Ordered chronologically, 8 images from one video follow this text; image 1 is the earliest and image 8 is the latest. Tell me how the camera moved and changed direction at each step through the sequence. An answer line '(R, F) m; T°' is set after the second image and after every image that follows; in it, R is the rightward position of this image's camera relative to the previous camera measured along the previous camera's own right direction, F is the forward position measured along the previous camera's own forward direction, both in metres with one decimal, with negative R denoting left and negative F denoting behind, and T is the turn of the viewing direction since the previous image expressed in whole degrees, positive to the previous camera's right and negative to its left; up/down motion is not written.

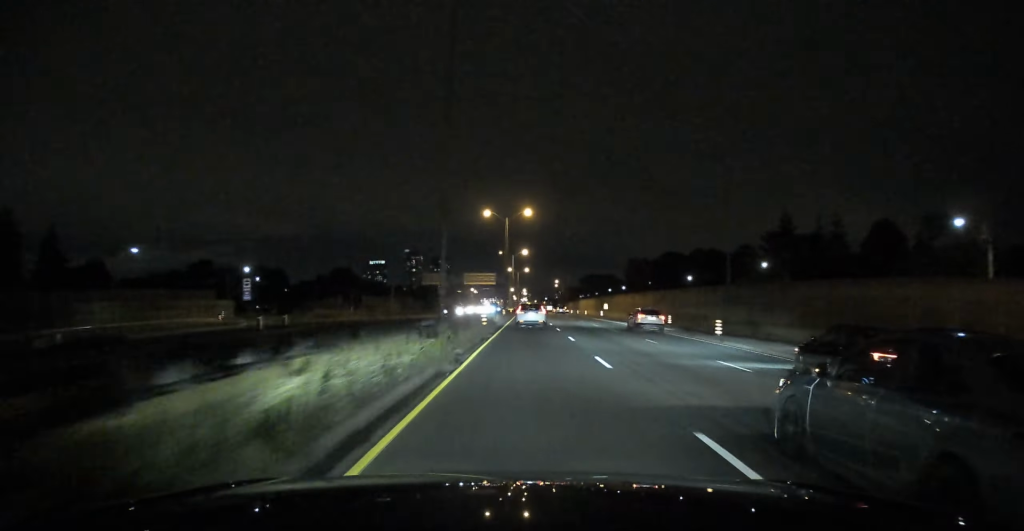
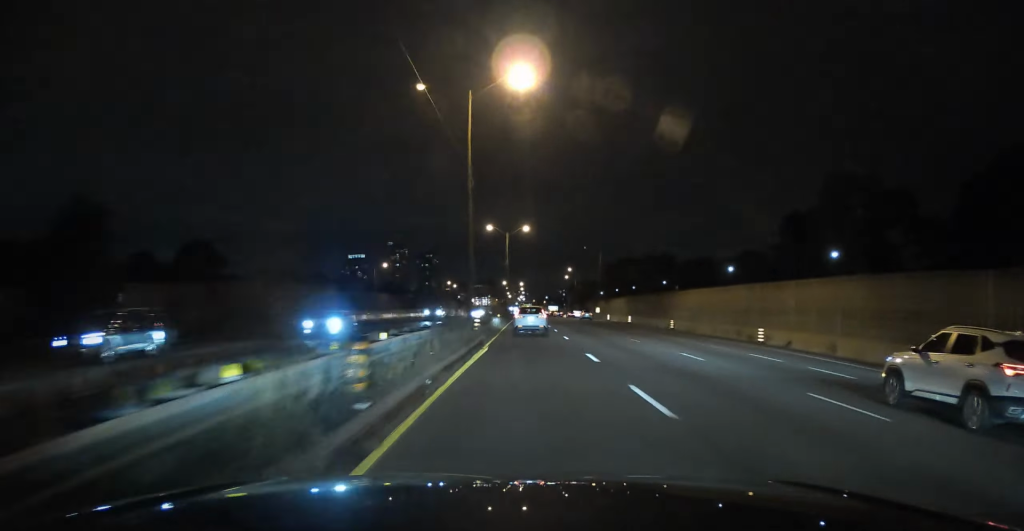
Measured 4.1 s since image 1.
(-0.1, +122.8) m; 0°
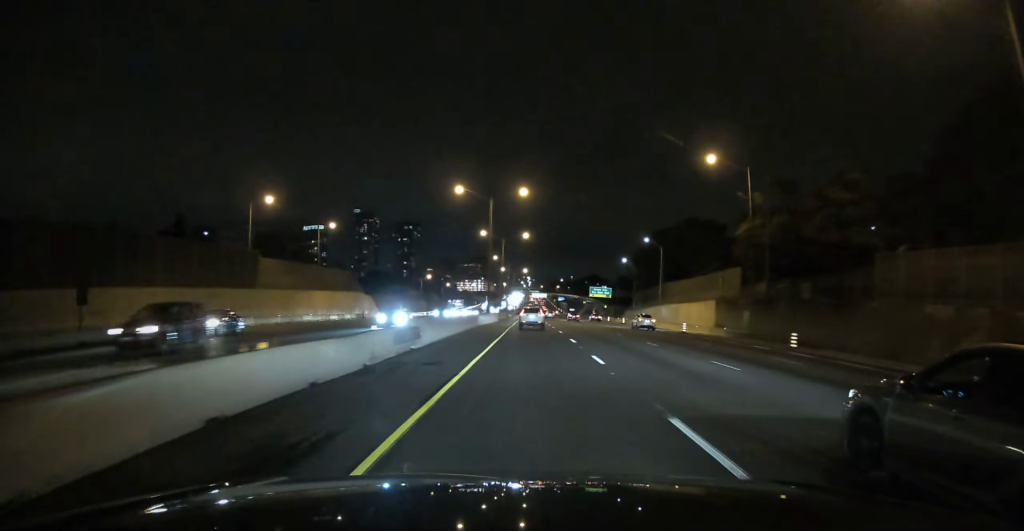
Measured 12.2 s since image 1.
(+0.4, +232.2) m; 0°
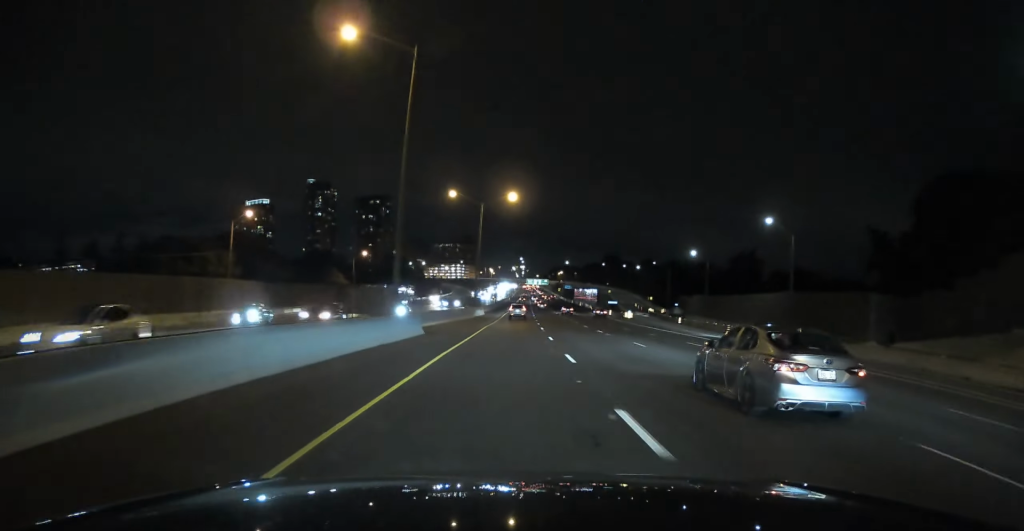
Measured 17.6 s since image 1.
(+0.5, +158.8) m; +1°
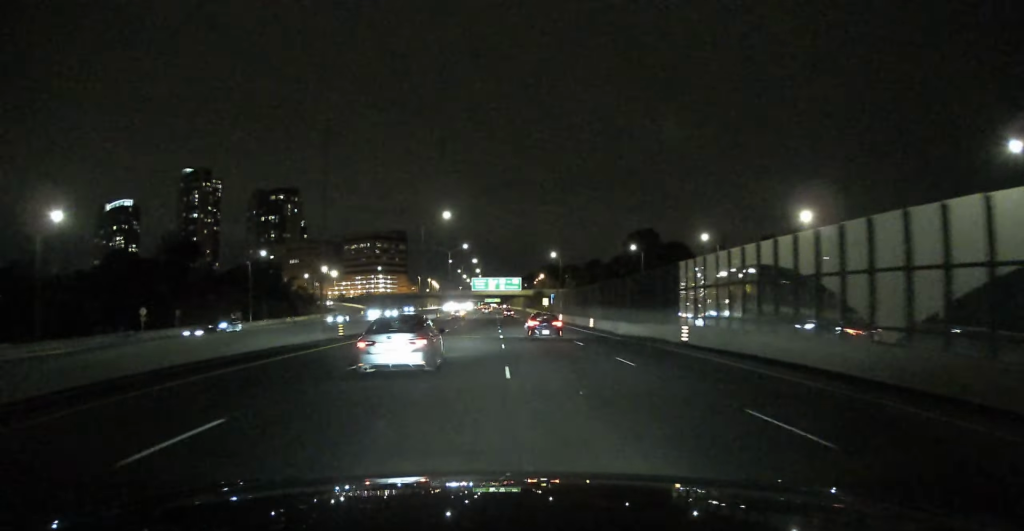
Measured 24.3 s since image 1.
(+2.9, +200.0) m; 0°
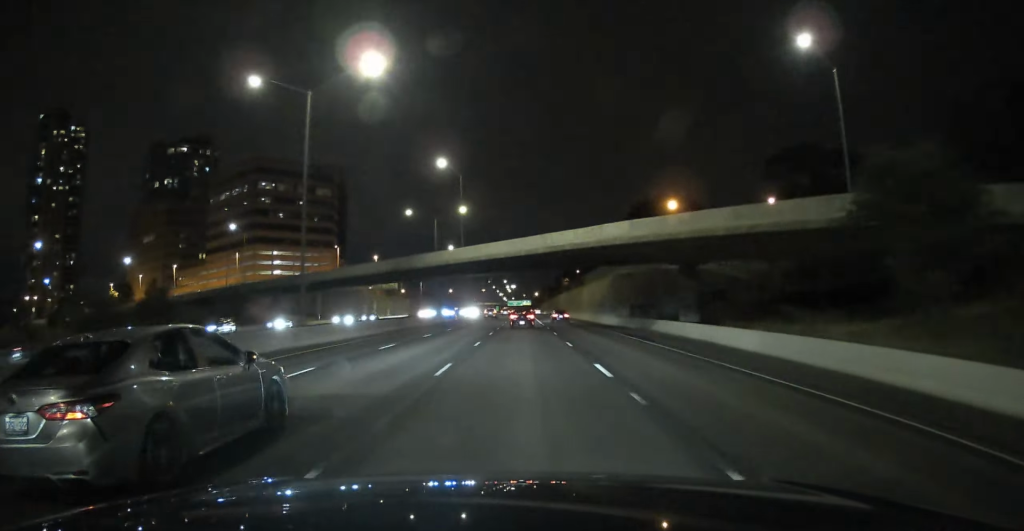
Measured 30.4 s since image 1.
(-3.3, +193.7) m; -1°
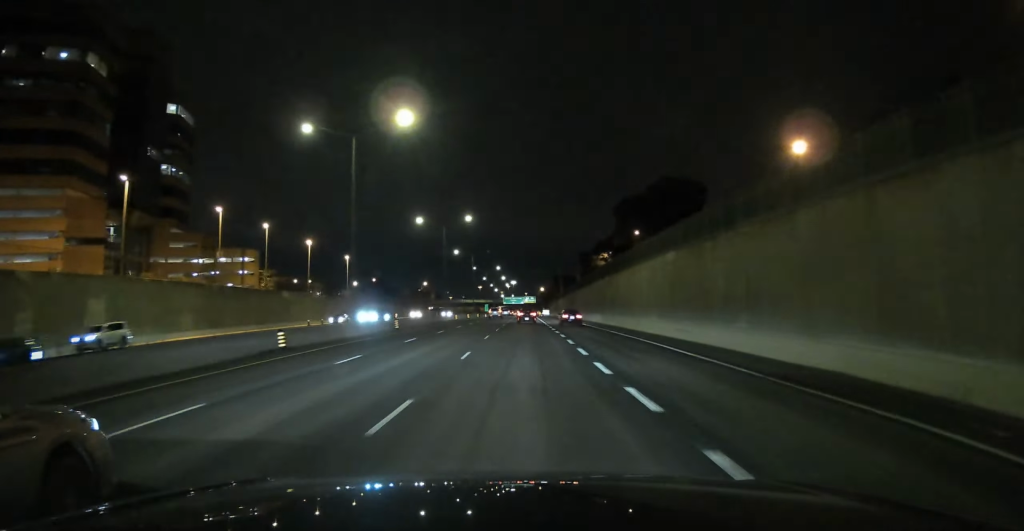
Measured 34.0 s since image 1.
(-0.5, +110.6) m; 0°
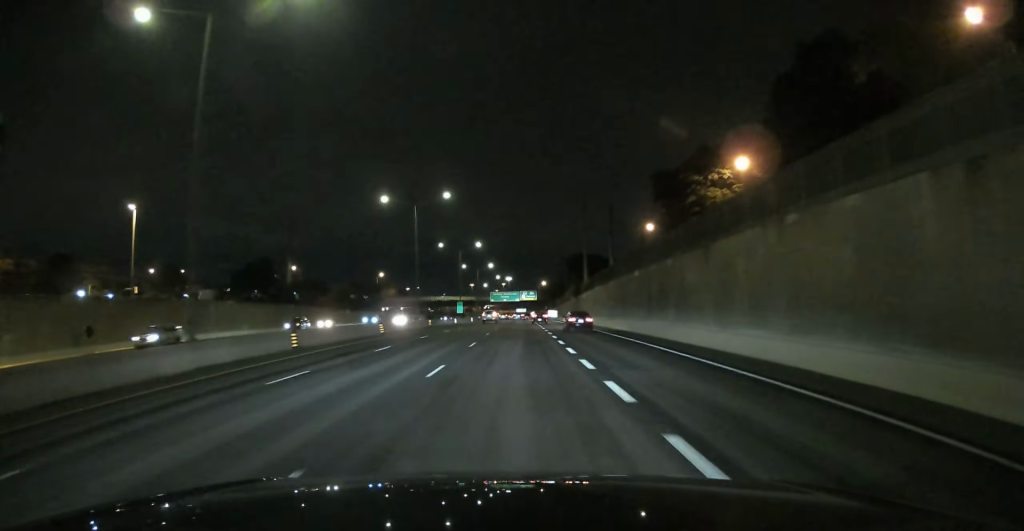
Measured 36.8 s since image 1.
(+0.2, +85.4) m; 0°
